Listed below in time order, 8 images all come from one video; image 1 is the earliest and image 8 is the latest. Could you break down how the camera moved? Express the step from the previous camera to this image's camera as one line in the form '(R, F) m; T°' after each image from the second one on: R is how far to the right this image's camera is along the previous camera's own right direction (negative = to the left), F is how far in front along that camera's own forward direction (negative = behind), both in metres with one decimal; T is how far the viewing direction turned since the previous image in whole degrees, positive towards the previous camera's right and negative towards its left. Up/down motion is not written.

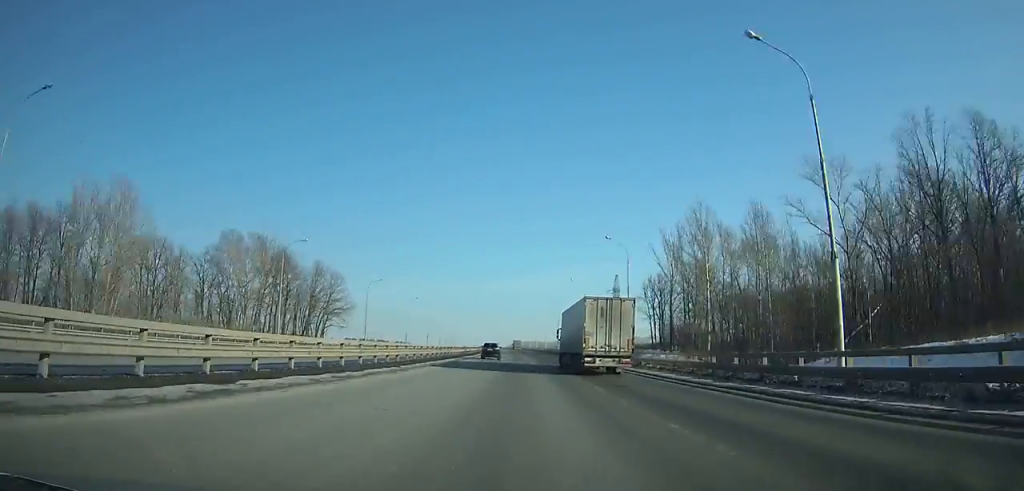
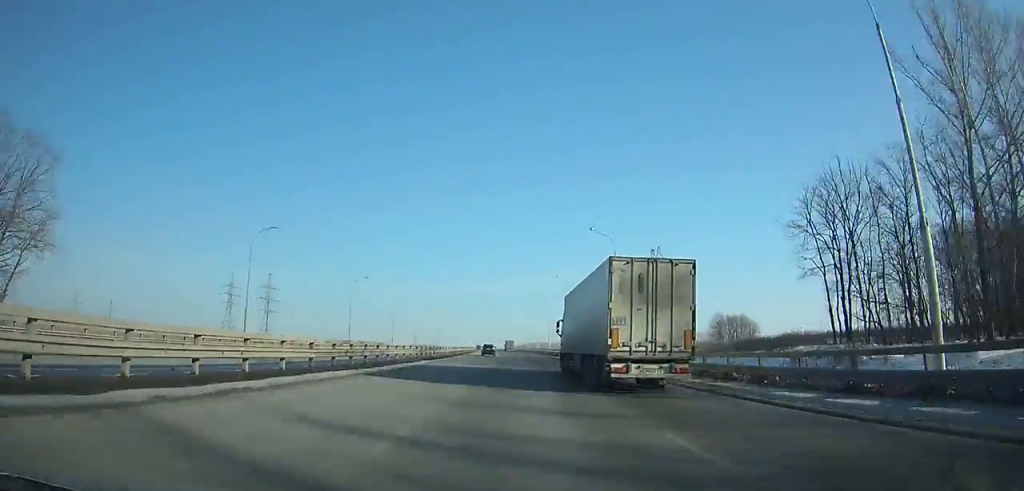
(-0.6, +83.6) m; -1°
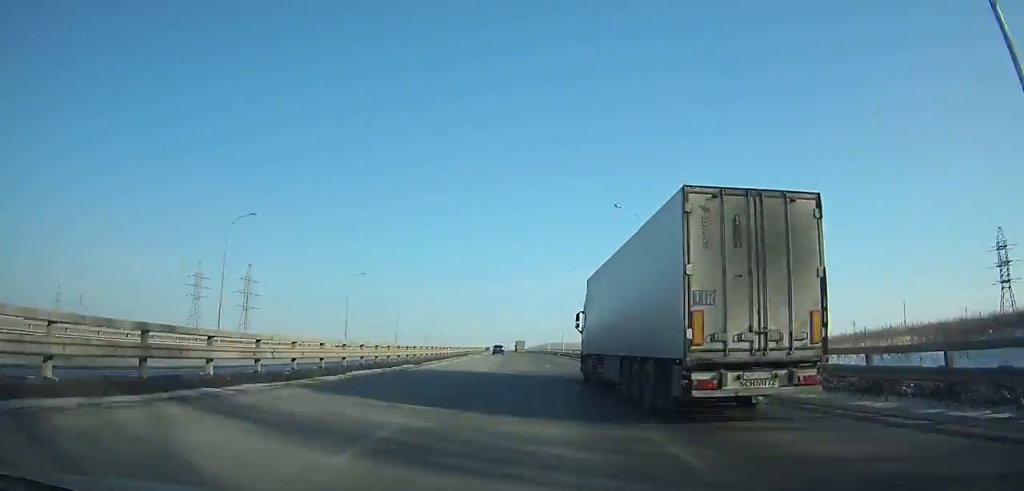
(-0.2, +47.3) m; -1°
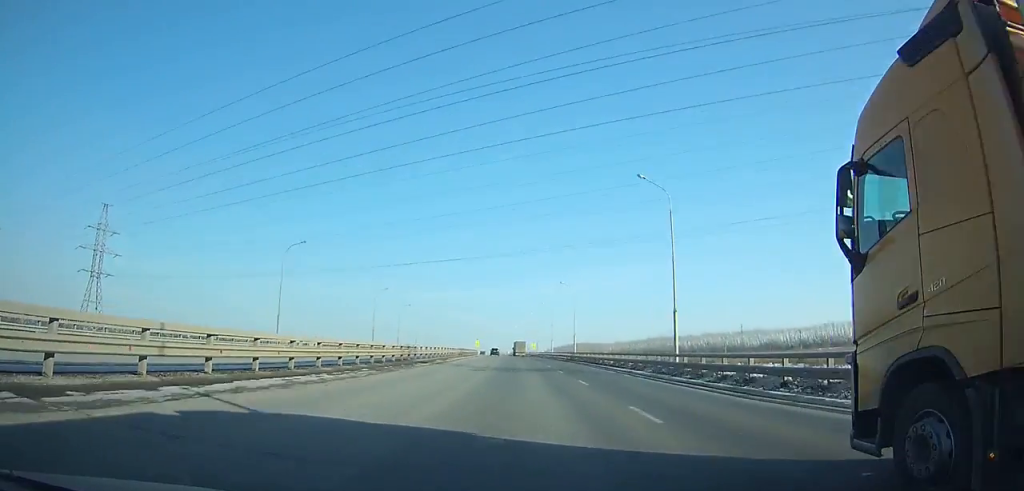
(-2.5, +122.9) m; -2°
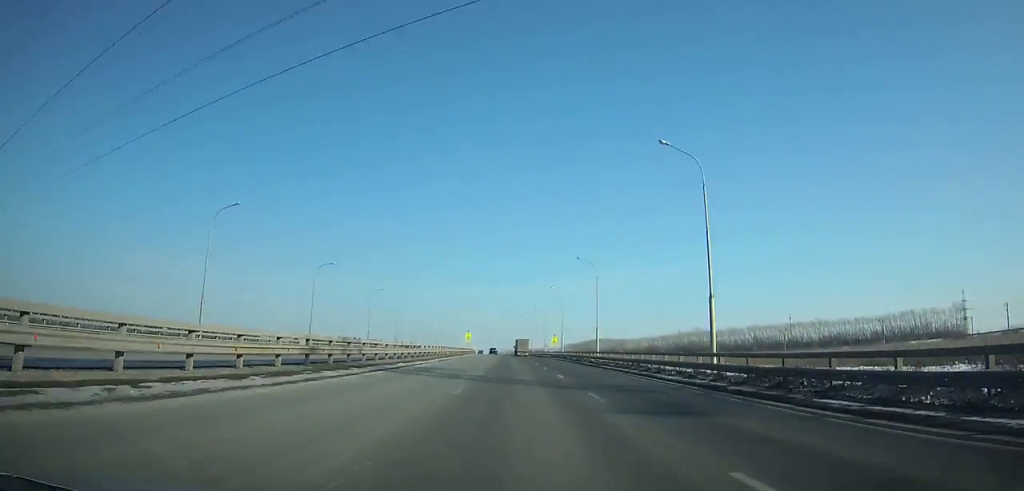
(-0.7, +63.6) m; -1°
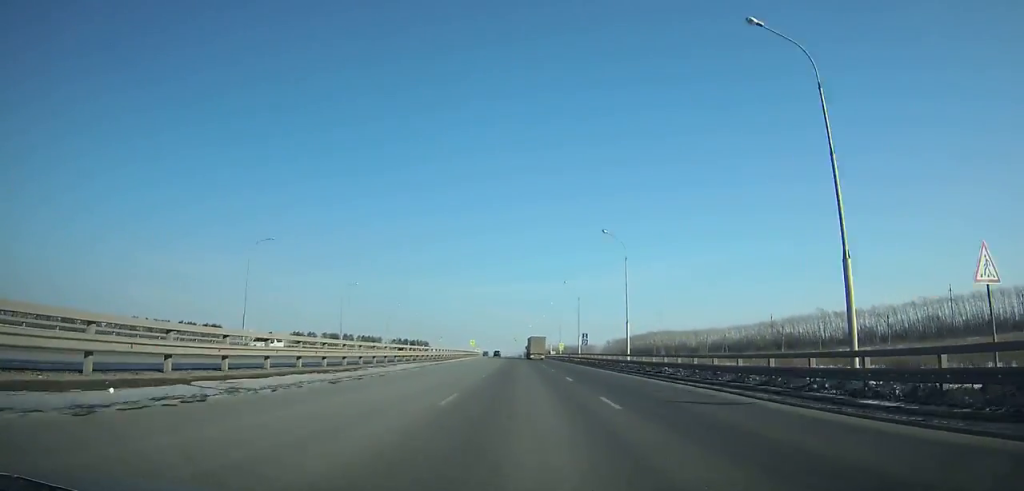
(-2.7, +128.0) m; -2°
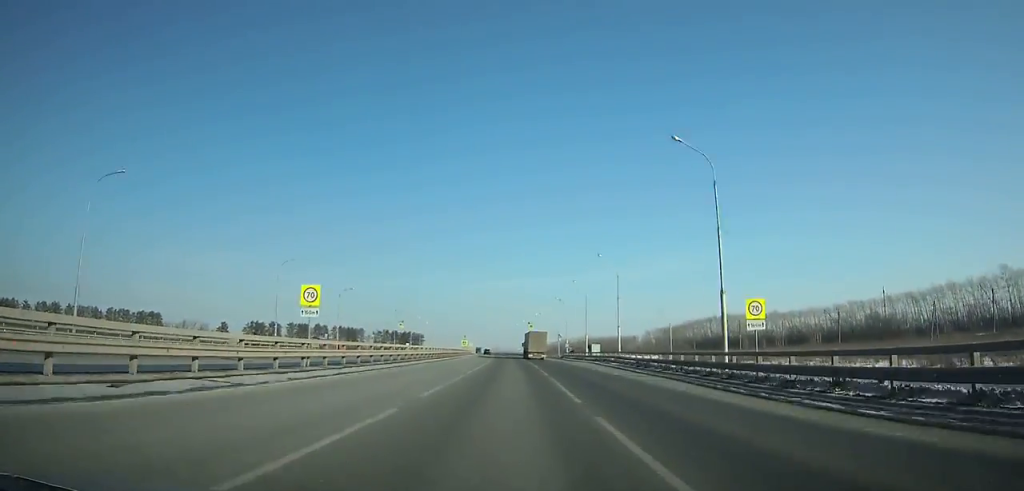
(-1.8, +106.1) m; -2°
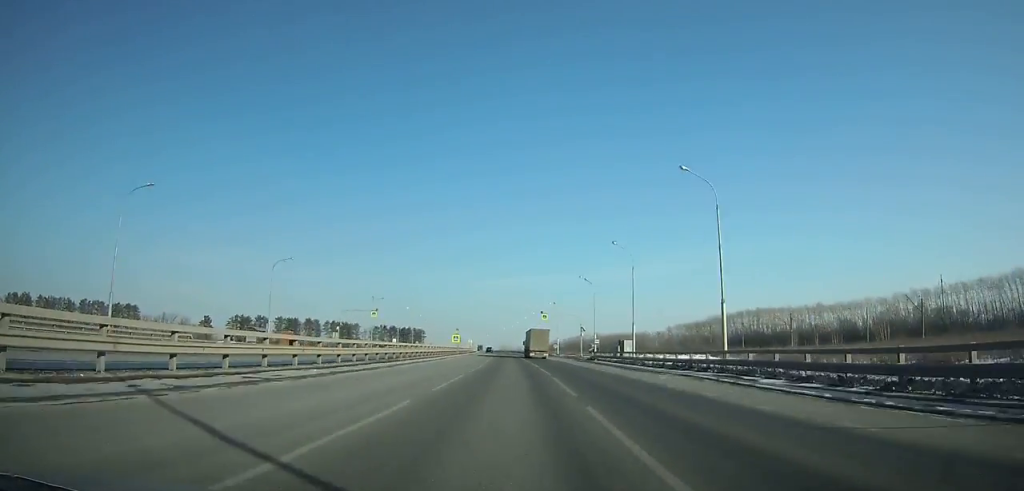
(0.0, +35.2) m; -1°
